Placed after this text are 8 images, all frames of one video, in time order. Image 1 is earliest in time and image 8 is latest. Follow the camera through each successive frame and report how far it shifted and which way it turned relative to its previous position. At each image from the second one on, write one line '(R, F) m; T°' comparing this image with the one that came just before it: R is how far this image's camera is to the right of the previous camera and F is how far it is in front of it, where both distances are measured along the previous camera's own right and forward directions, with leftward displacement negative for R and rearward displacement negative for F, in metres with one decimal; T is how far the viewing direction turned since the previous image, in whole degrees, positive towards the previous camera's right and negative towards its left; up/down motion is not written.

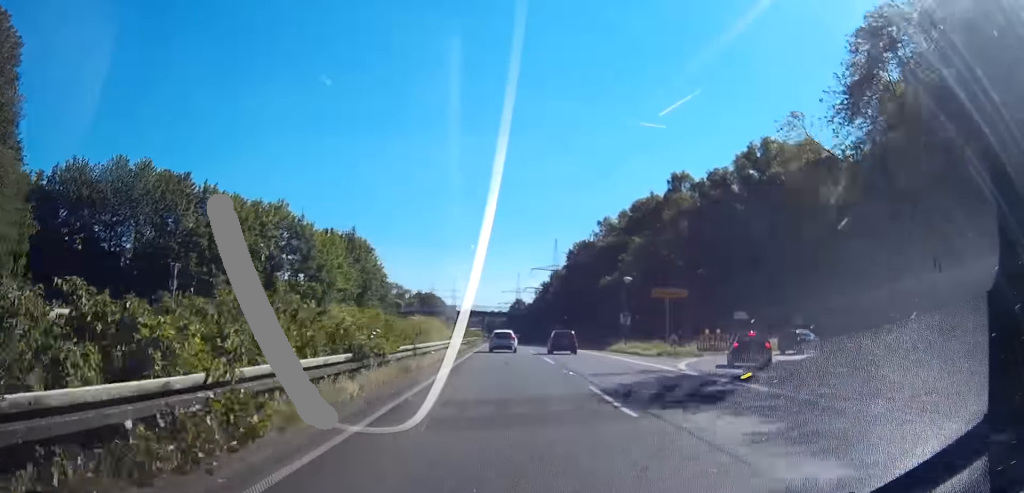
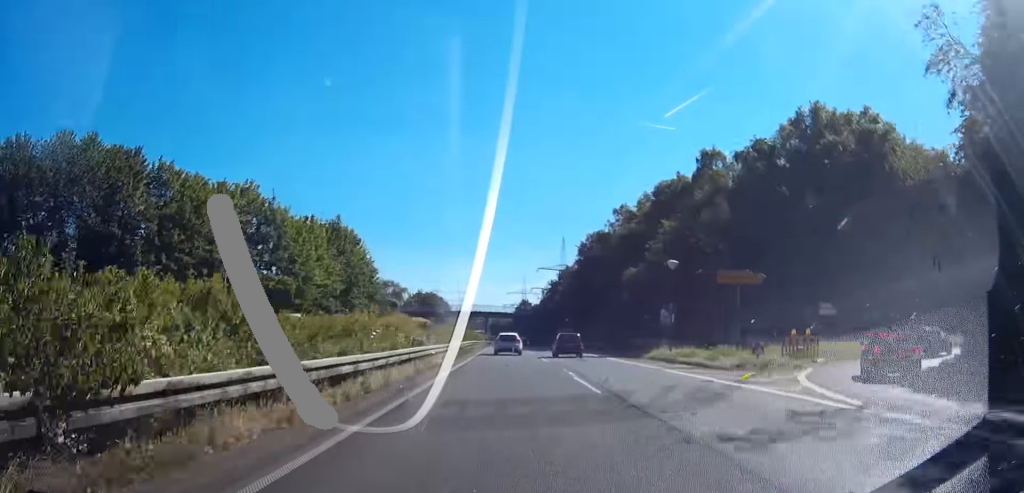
(0.0, +13.7) m; 0°
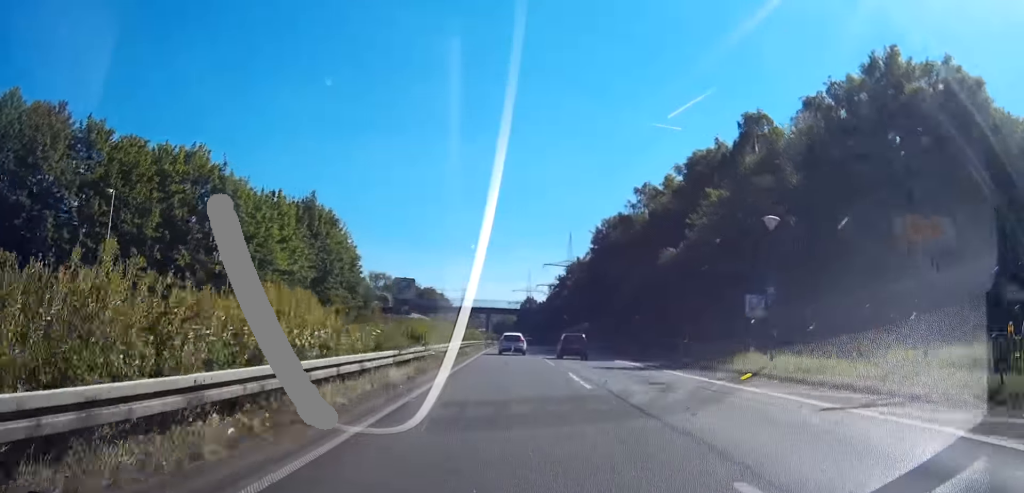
(+0.1, +15.5) m; 0°
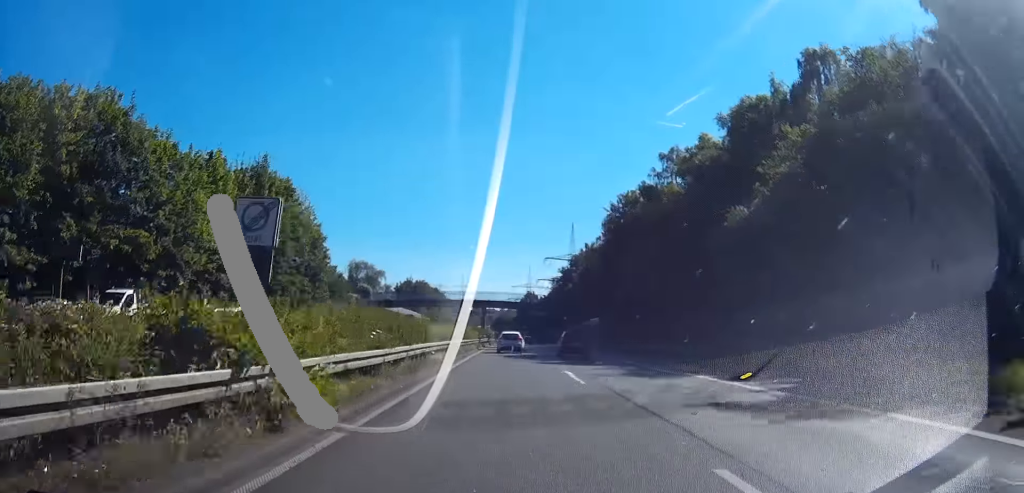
(+0.1, +17.3) m; 0°
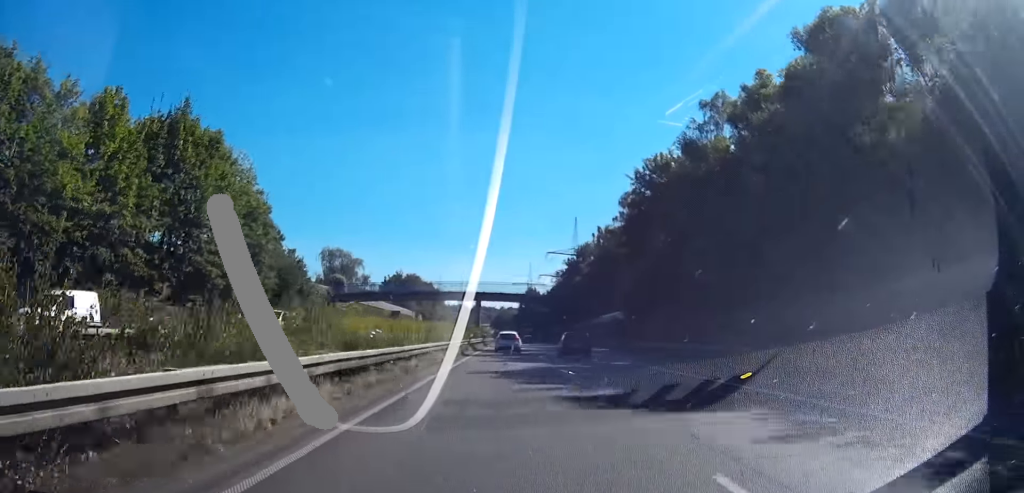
(0.0, +18.3) m; 0°
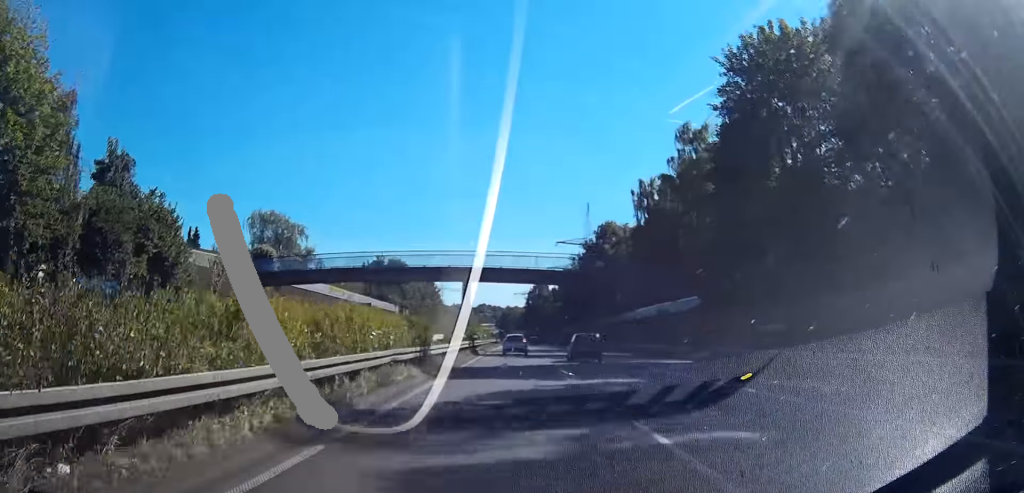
(+0.1, +32.0) m; 0°
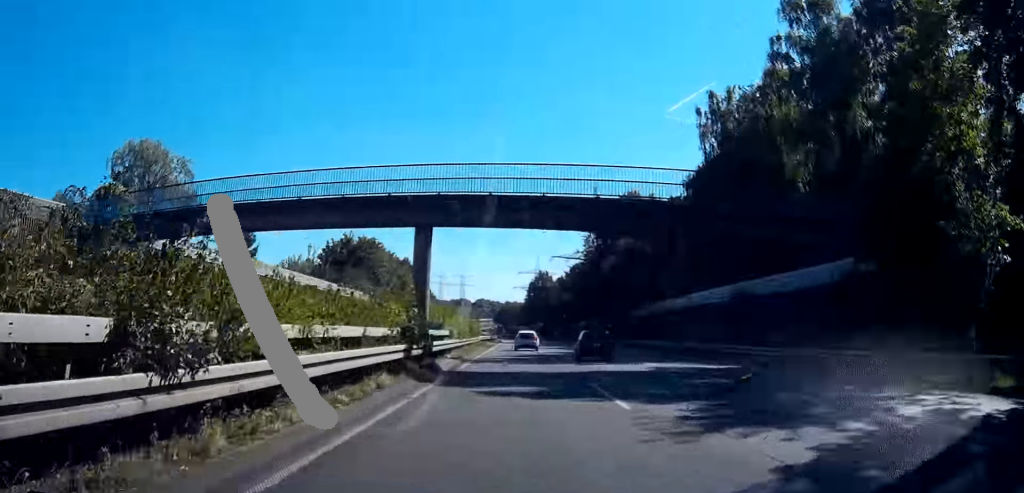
(-0.1, +28.5) m; 0°
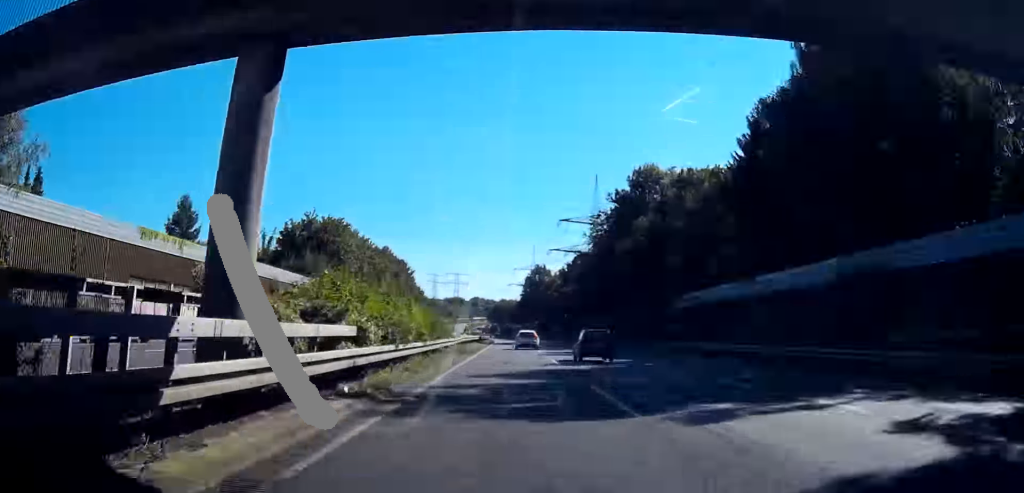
(0.0, +20.0) m; 0°
